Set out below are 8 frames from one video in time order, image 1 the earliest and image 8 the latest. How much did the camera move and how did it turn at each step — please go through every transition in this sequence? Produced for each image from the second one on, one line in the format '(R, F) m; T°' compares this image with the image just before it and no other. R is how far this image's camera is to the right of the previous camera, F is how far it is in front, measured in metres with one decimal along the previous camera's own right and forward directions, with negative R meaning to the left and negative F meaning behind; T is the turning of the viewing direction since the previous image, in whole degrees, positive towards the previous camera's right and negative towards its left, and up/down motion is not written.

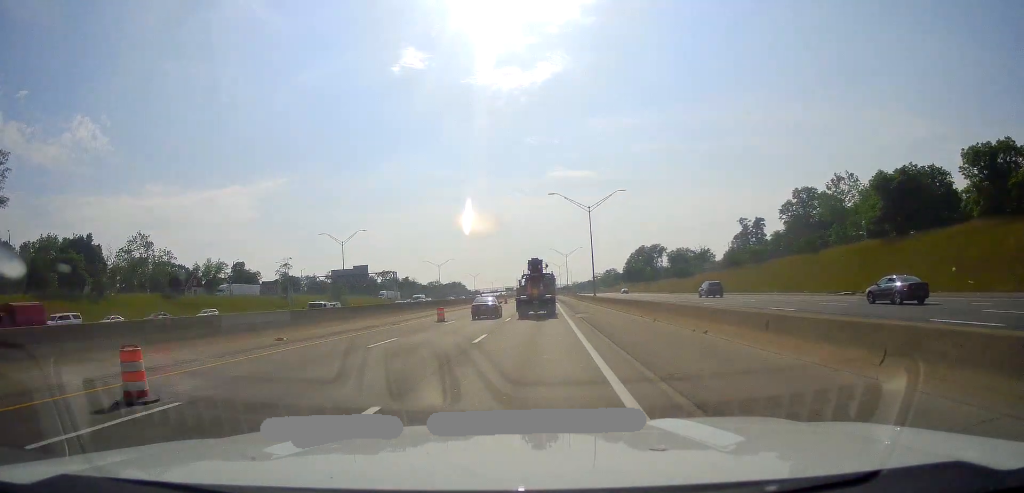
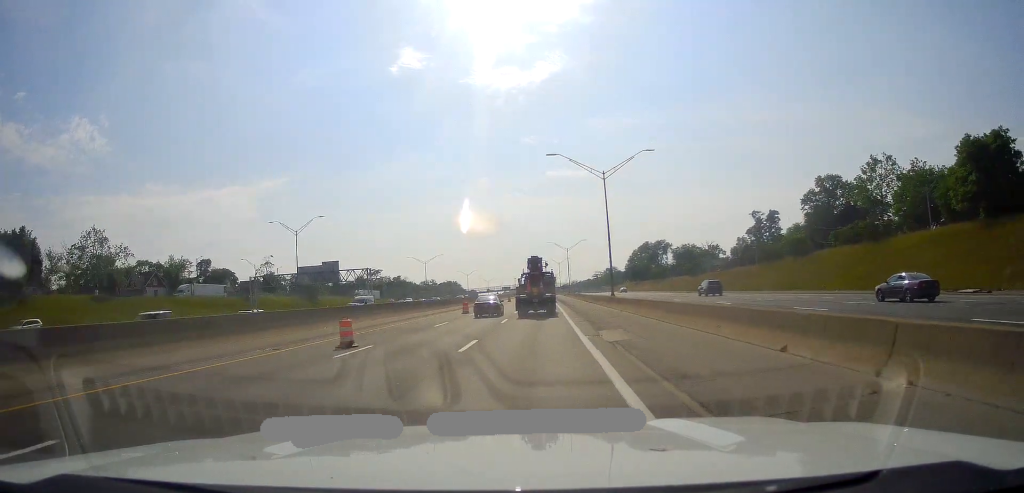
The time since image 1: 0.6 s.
(0.0, +18.6) m; 0°
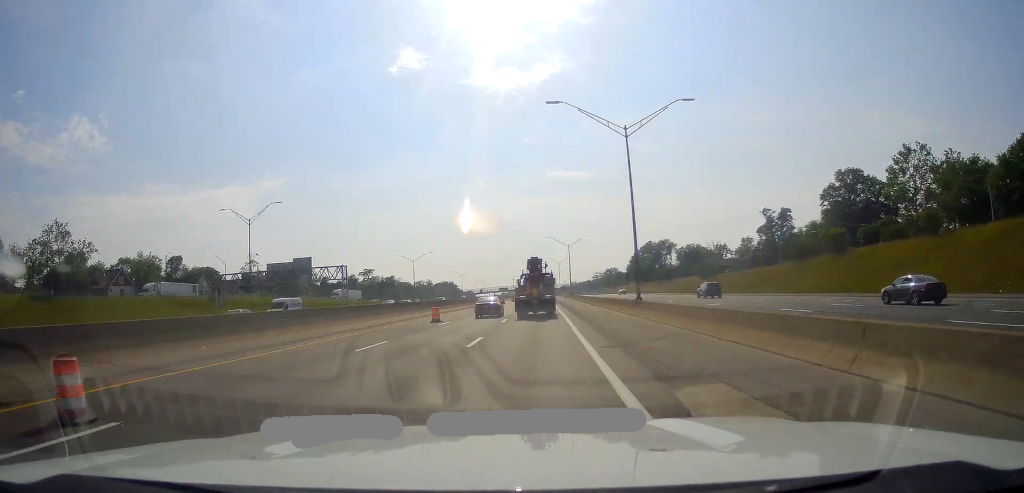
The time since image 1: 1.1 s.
(0.0, +13.5) m; 0°
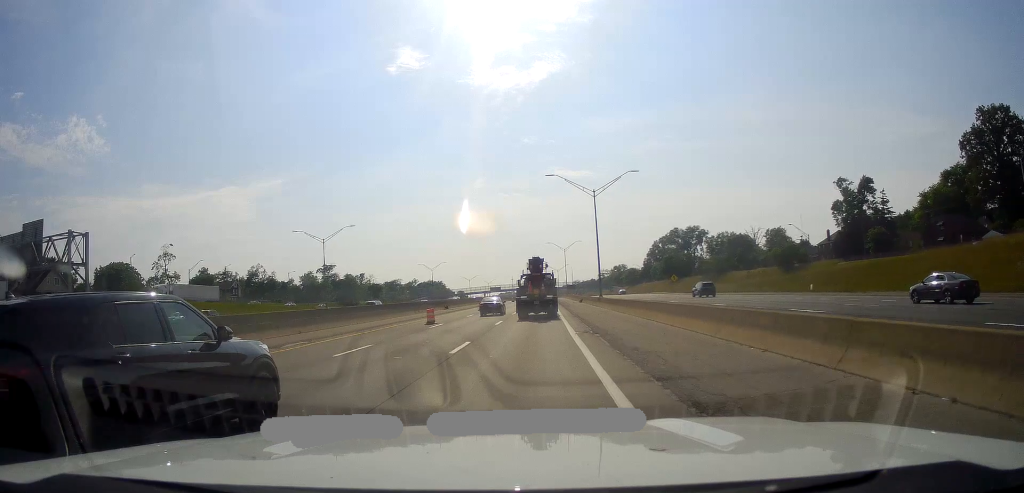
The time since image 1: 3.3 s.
(0.0, +62.0) m; 0°
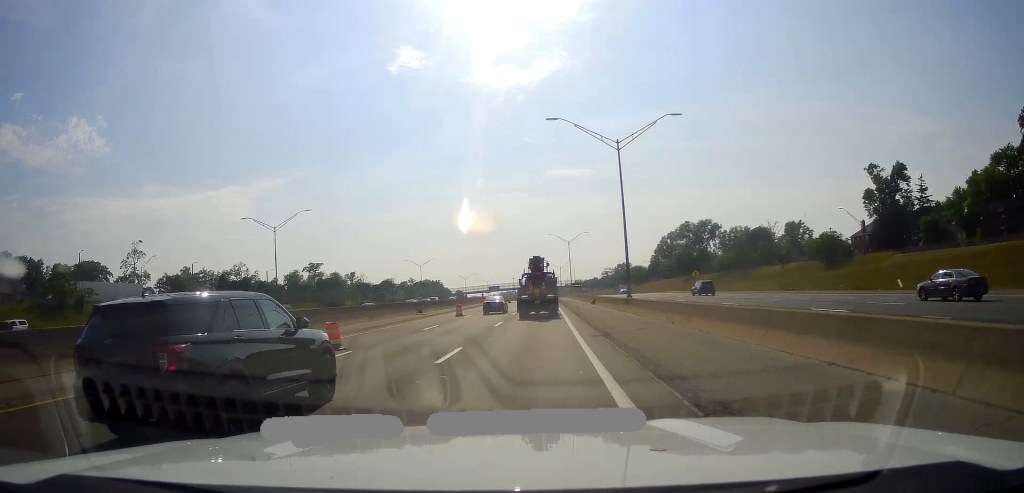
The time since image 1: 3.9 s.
(0.0, +17.6) m; 0°
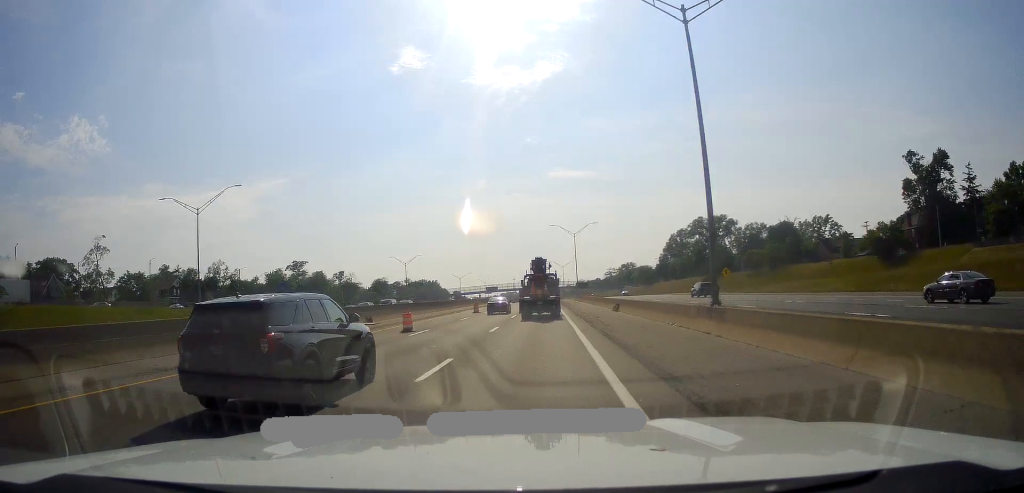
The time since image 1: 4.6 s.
(0.0, +18.5) m; +1°
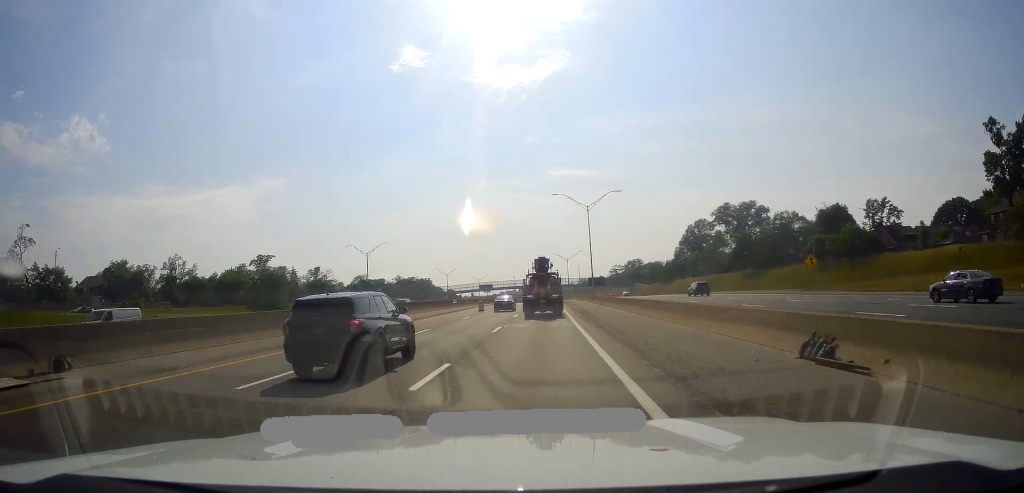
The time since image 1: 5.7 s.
(+0.5, +31.3) m; 0°
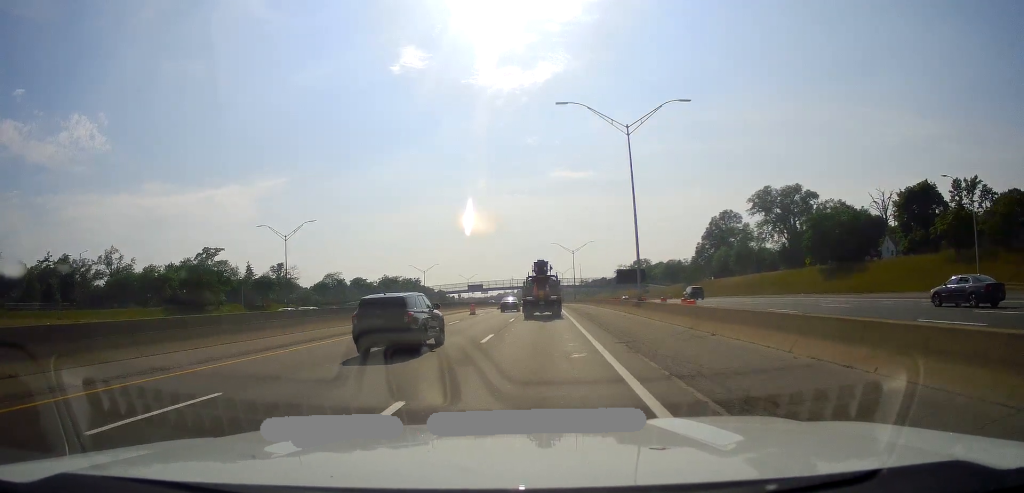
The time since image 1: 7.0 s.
(-0.6, +35.6) m; -1°
